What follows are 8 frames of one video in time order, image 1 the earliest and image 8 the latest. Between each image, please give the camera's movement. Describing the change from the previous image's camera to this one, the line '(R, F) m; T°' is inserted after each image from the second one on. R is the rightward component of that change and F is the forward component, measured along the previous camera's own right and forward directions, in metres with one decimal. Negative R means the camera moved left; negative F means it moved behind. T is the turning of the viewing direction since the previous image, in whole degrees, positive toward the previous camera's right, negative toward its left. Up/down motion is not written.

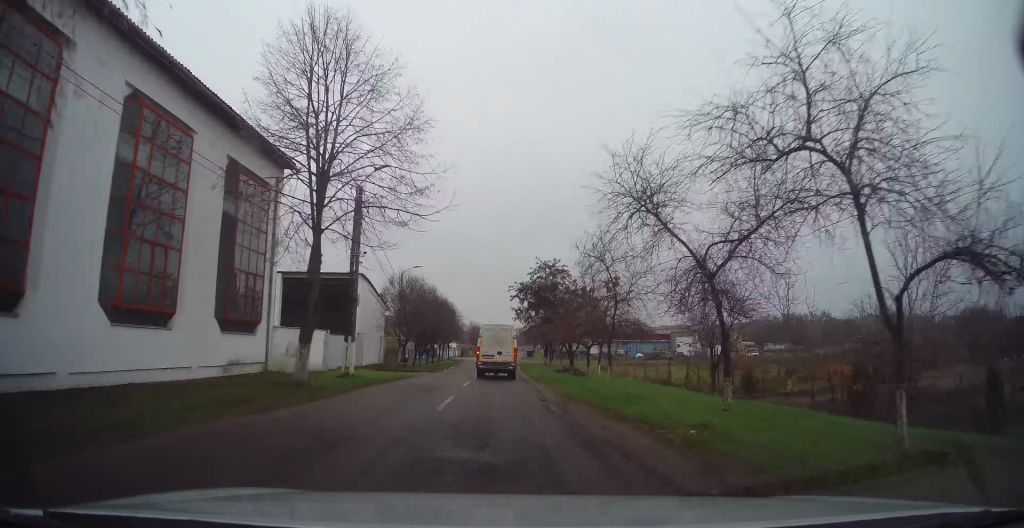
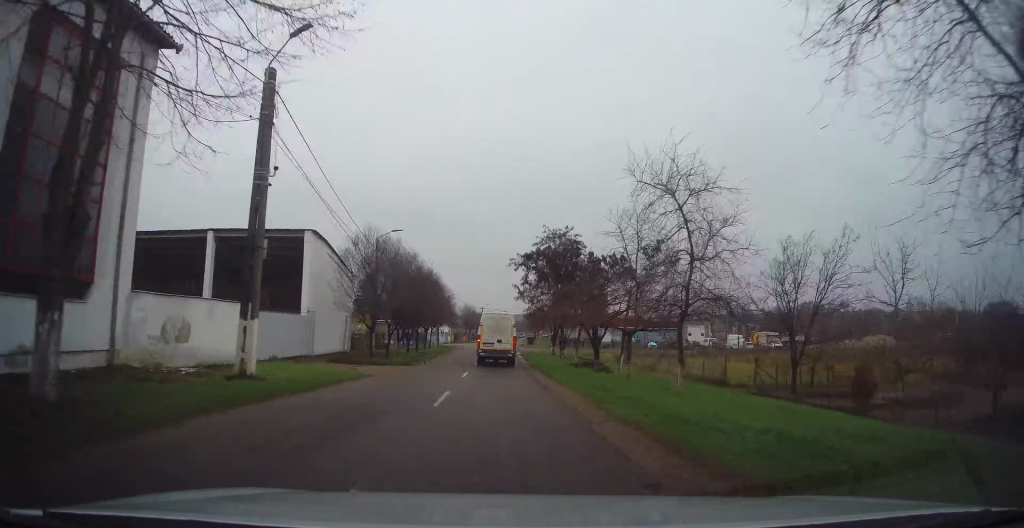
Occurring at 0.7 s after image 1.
(+0.2, +9.9) m; +1°
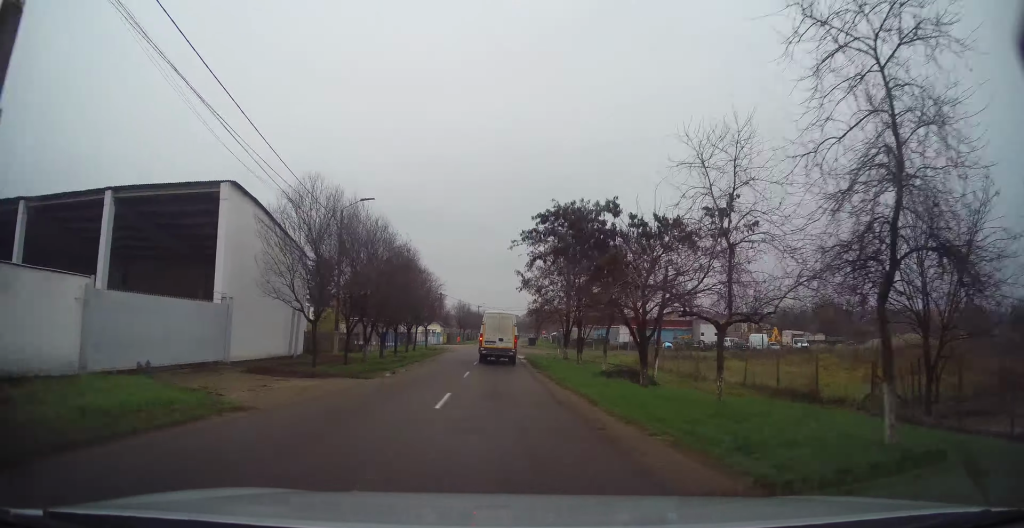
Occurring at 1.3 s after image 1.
(0.0, +8.7) m; 0°
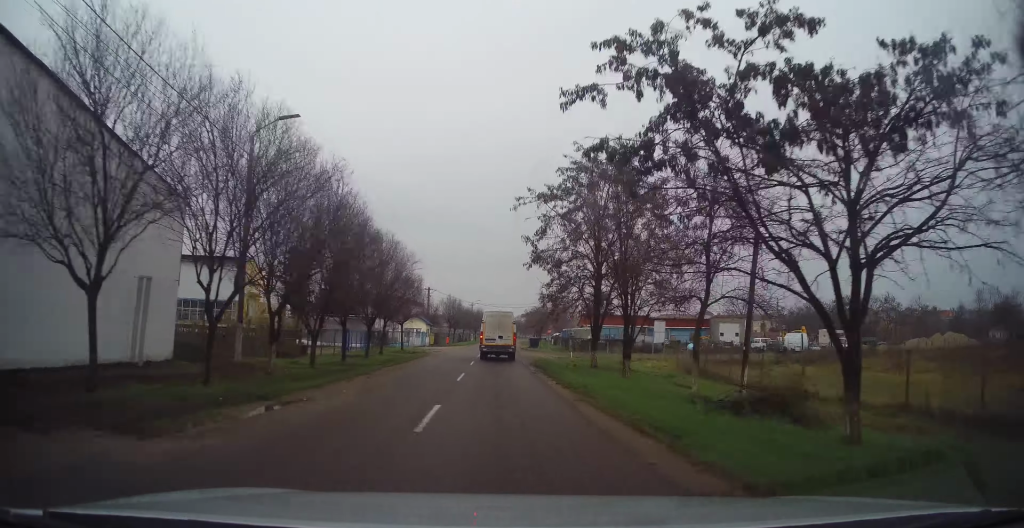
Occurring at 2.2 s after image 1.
(0.0, +11.3) m; 0°
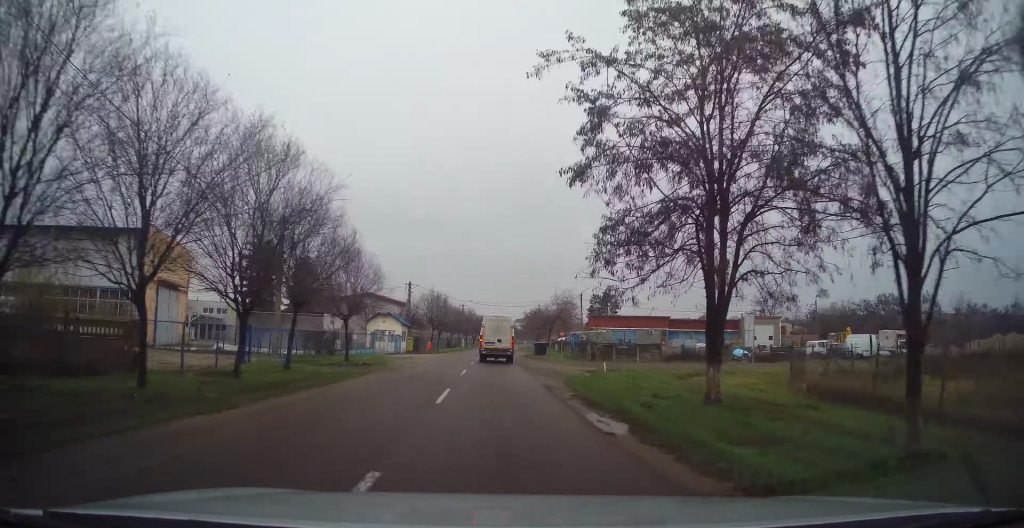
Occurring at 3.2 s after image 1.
(0.0, +14.0) m; 0°
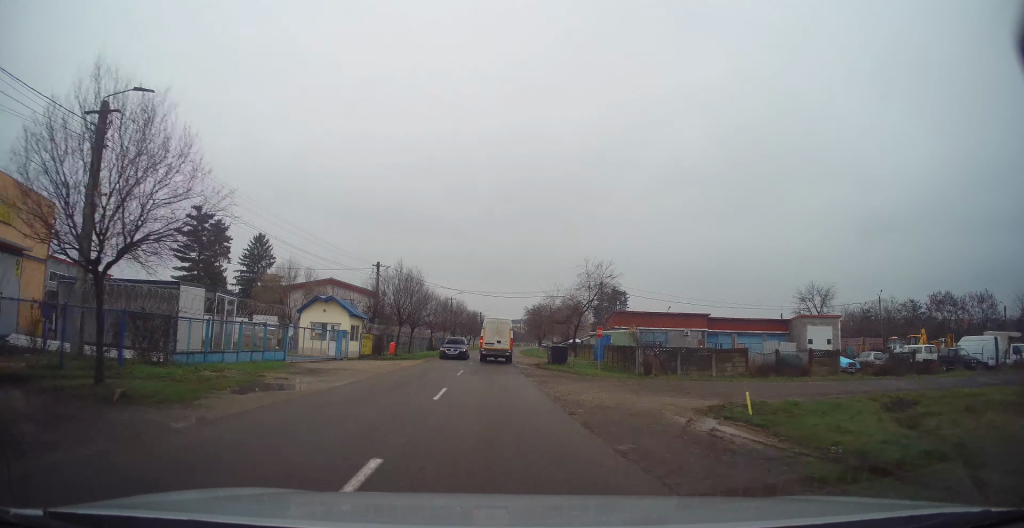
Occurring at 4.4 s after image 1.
(+0.3, +17.0) m; +2°
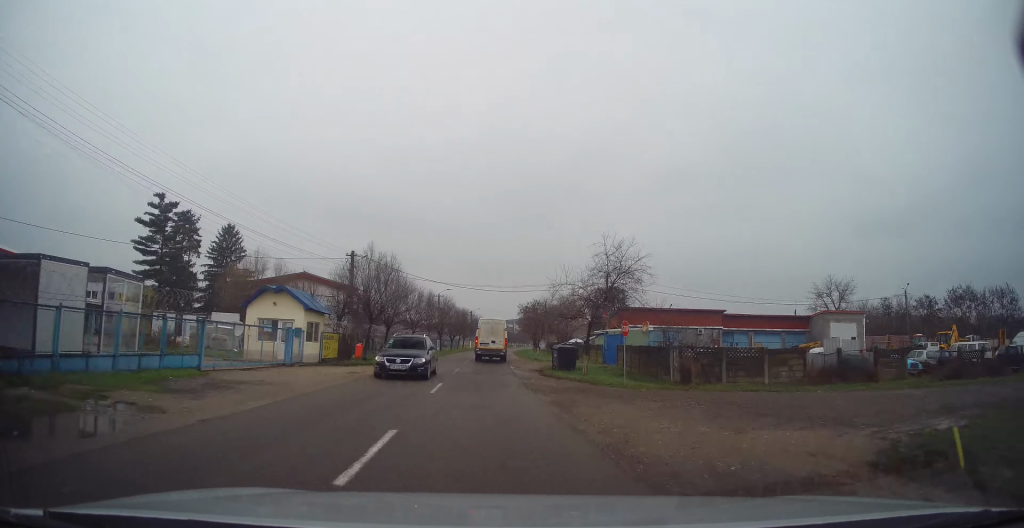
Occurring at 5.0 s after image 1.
(0.0, +7.3) m; +1°
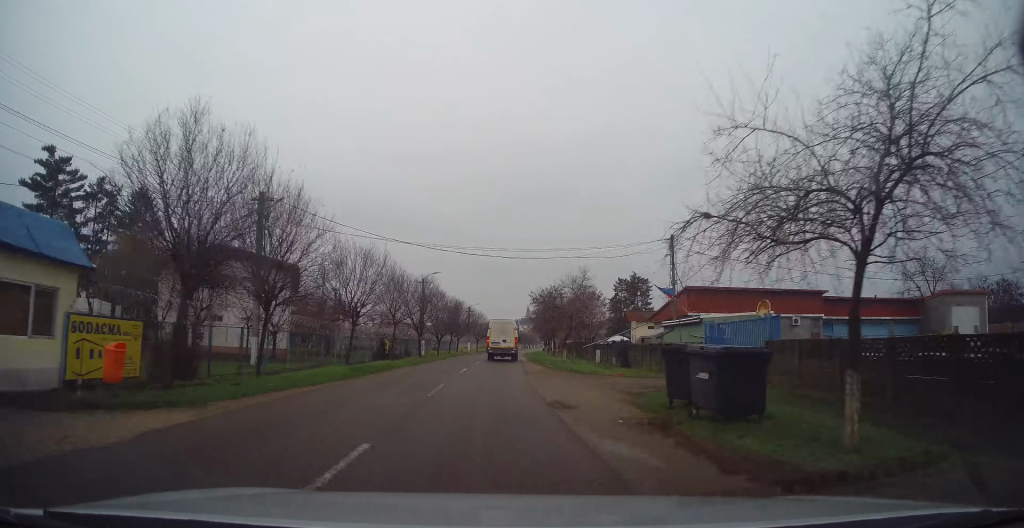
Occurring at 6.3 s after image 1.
(+0.1, +18.9) m; -1°
